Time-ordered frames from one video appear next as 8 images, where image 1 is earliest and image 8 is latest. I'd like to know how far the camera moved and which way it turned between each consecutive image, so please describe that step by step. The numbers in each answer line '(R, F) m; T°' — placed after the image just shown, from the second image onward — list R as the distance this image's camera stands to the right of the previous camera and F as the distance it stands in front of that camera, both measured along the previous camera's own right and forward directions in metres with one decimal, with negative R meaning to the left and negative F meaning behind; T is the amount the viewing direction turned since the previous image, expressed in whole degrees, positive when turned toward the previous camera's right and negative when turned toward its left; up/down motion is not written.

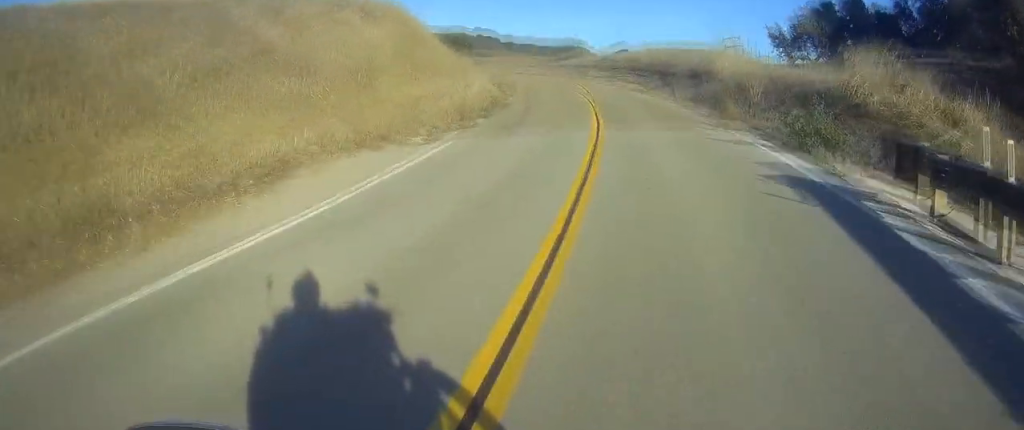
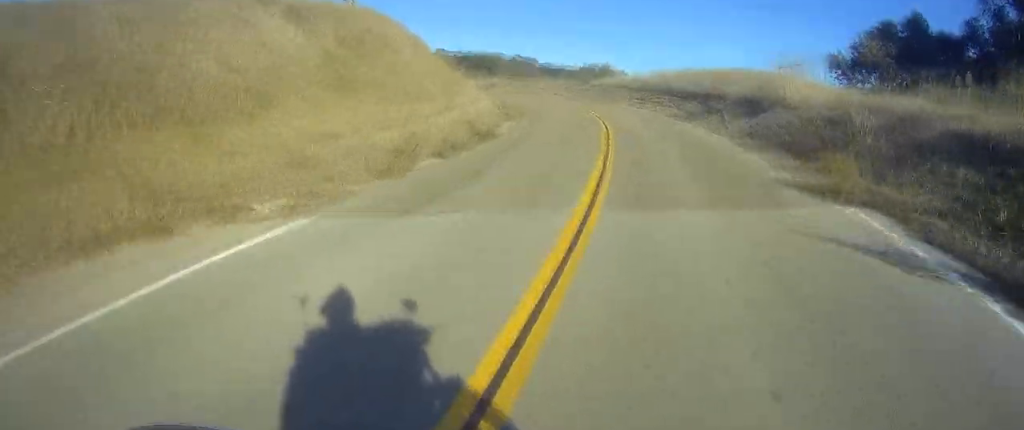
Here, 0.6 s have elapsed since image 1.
(-0.2, +9.9) m; -3°
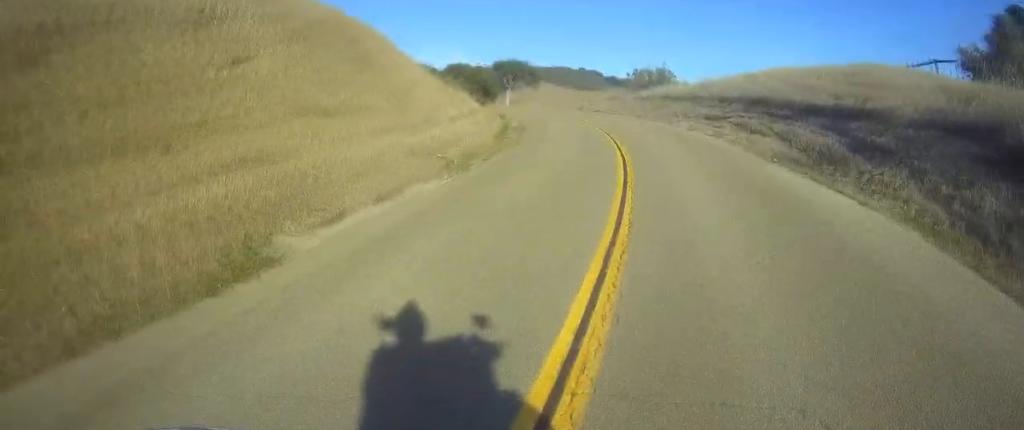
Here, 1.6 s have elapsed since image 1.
(-0.8, +17.7) m; -3°
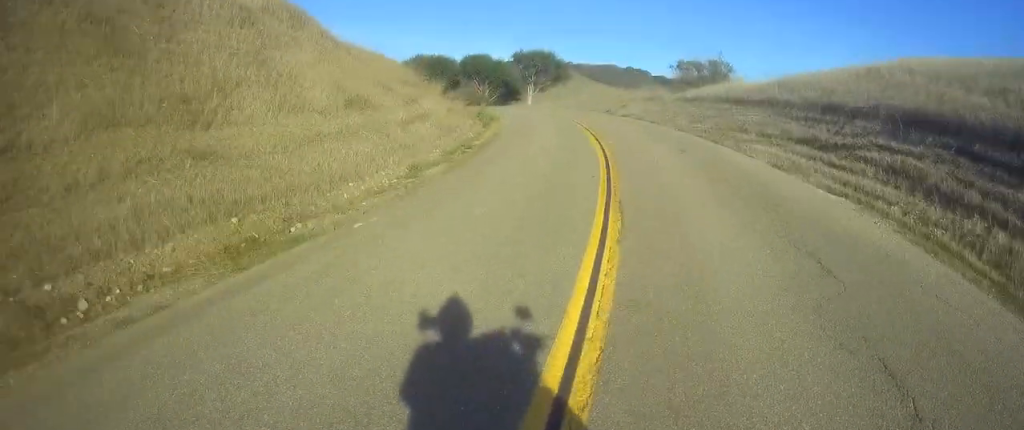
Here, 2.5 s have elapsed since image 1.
(+0.1, +14.5) m; -4°
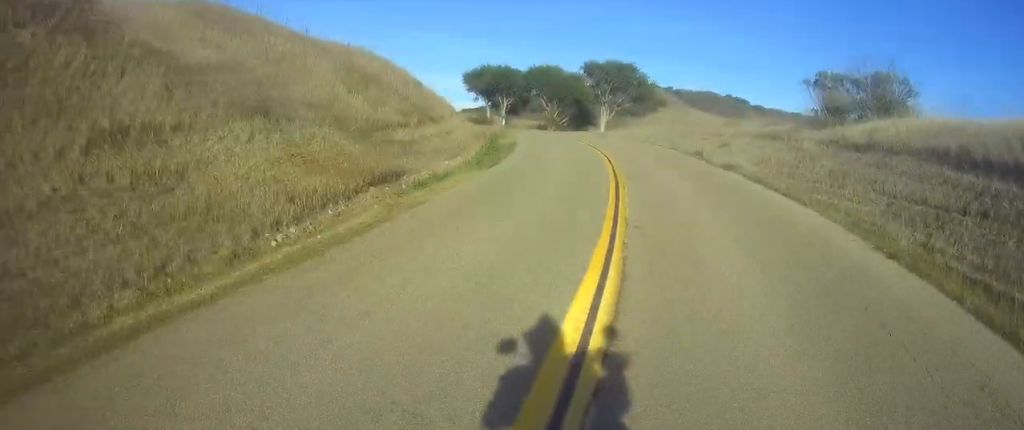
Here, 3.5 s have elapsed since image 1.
(-1.4, +17.5) m; -8°
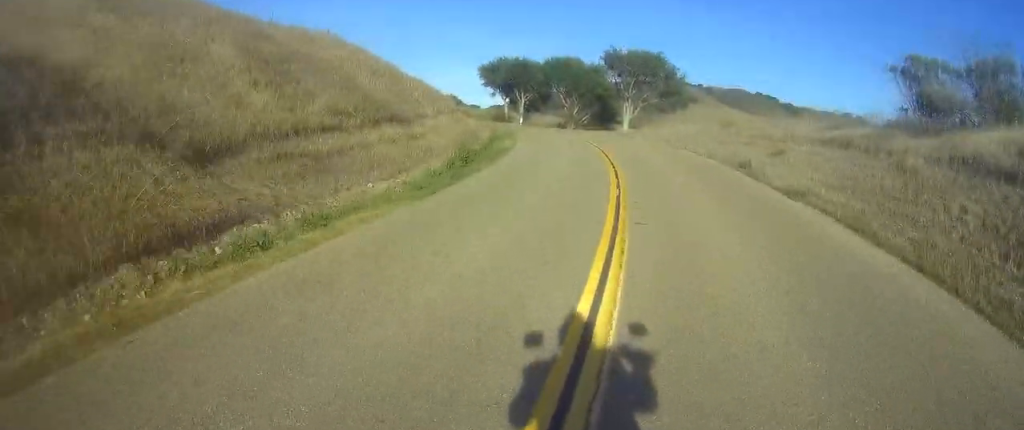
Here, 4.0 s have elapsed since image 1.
(-0.4, +7.0) m; -3°
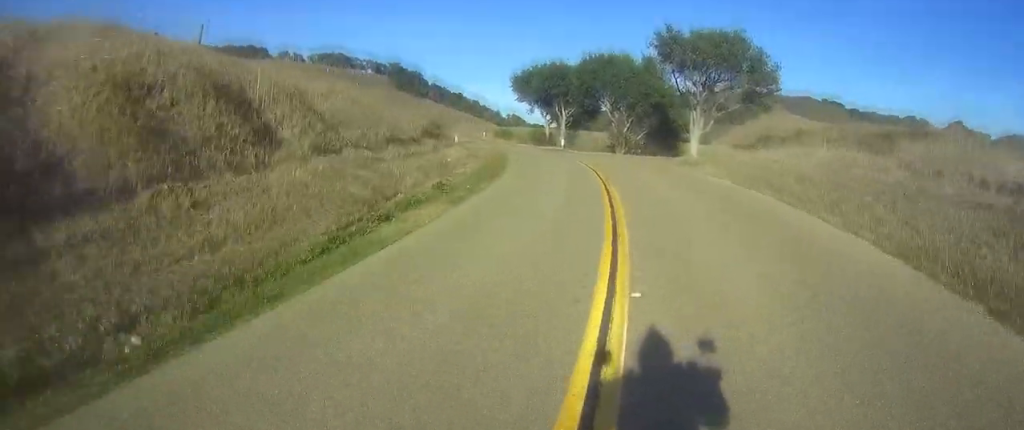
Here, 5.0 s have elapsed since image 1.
(-1.0, +17.1) m; -6°
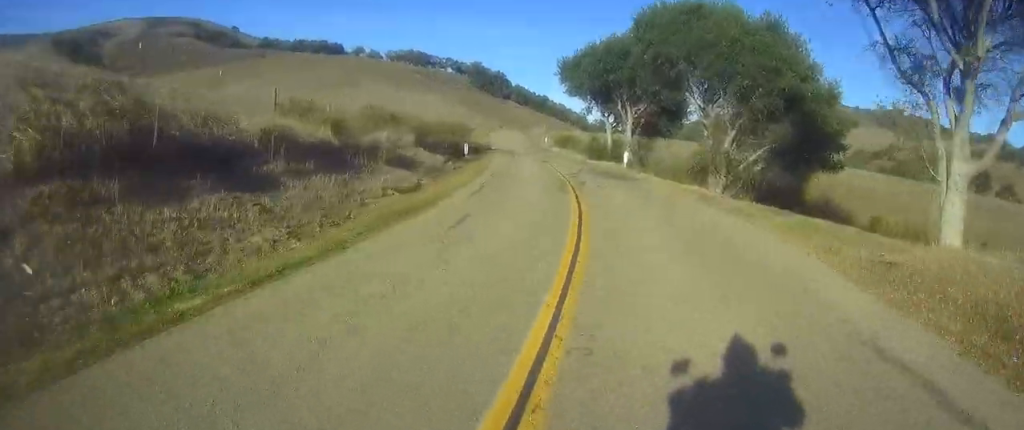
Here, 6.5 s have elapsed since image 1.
(-1.4, +23.1) m; -9°
